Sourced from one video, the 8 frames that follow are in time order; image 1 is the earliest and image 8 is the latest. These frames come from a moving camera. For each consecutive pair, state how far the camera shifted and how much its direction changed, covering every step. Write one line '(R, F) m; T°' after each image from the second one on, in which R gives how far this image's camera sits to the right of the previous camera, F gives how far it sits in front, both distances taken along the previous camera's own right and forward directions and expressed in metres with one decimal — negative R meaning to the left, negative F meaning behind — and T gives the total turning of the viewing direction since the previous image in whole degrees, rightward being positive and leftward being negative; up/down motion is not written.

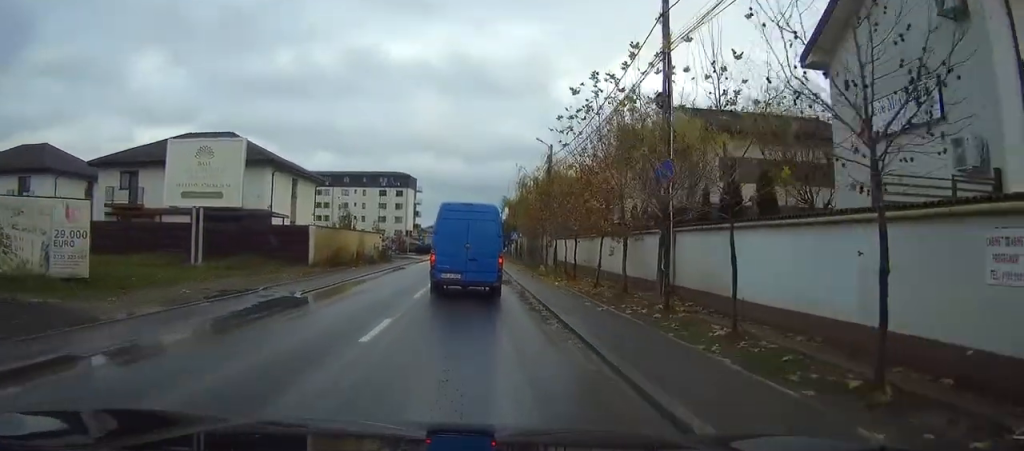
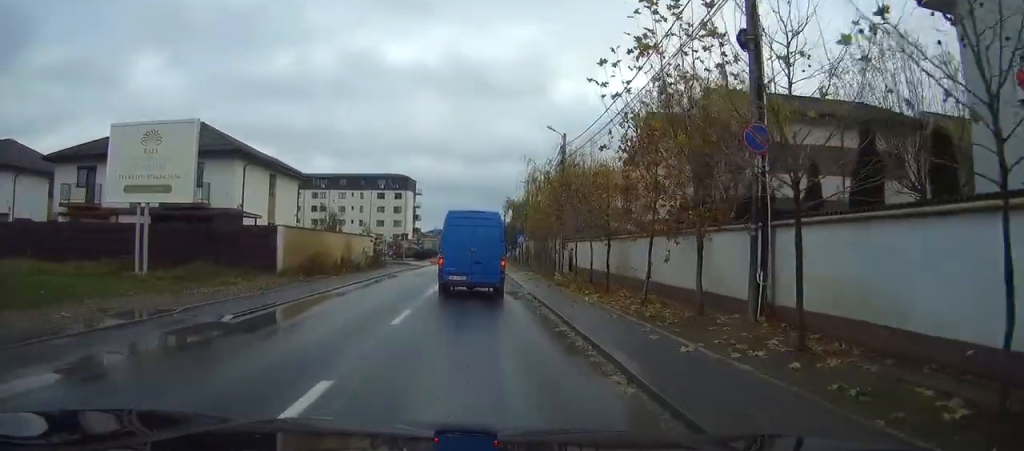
(0.0, +6.0) m; -1°
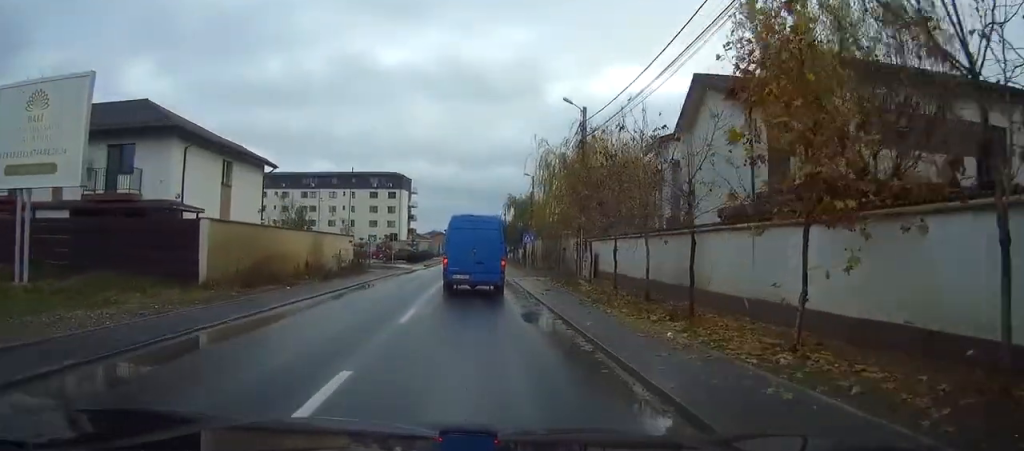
(-0.2, +8.0) m; -2°
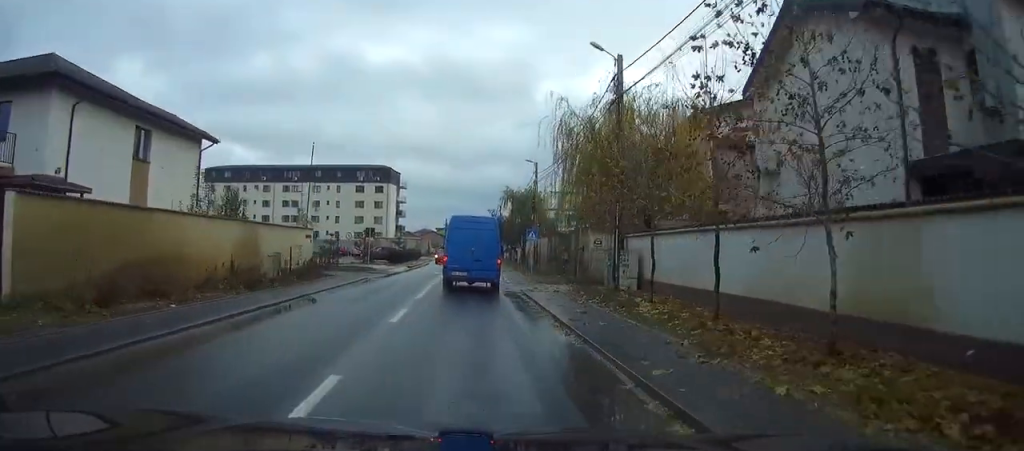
(-0.1, +8.9) m; 0°
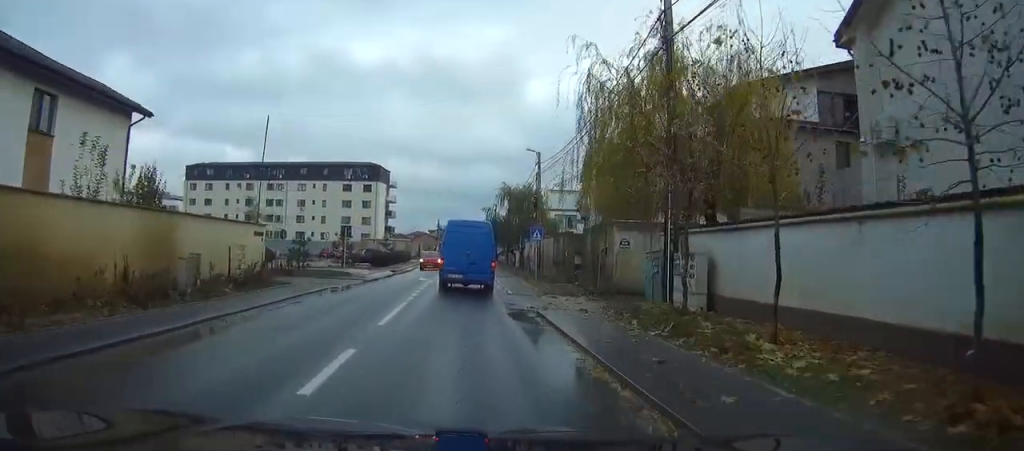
(0.0, +6.7) m; 0°
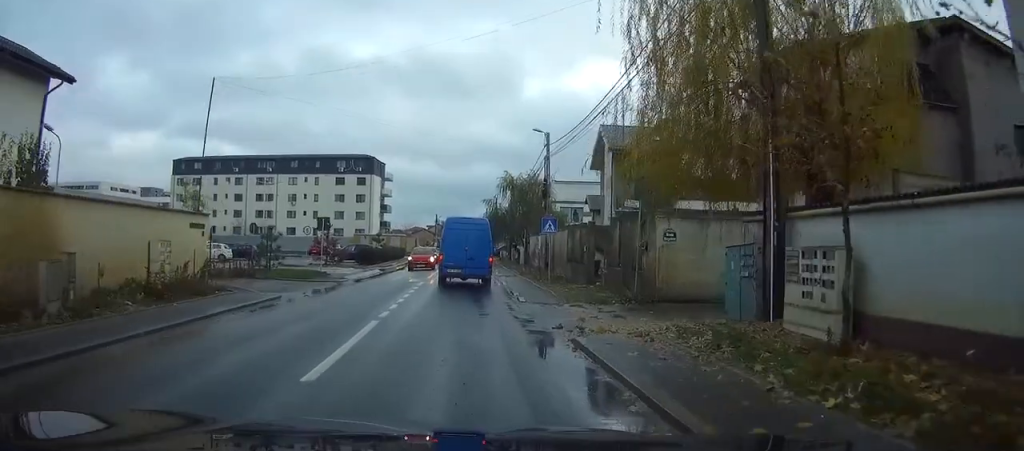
(0.0, +5.8) m; +1°
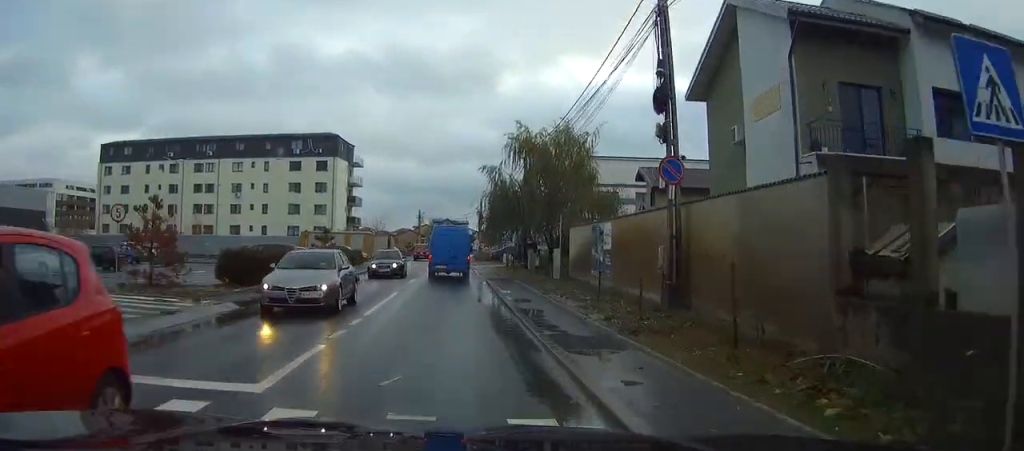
(+0.7, +25.9) m; +3°
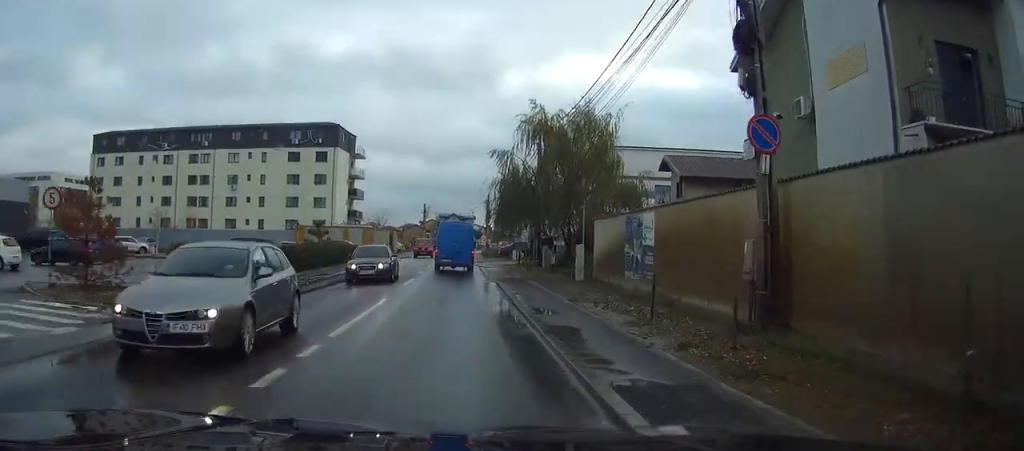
(0.0, +4.6) m; 0°
